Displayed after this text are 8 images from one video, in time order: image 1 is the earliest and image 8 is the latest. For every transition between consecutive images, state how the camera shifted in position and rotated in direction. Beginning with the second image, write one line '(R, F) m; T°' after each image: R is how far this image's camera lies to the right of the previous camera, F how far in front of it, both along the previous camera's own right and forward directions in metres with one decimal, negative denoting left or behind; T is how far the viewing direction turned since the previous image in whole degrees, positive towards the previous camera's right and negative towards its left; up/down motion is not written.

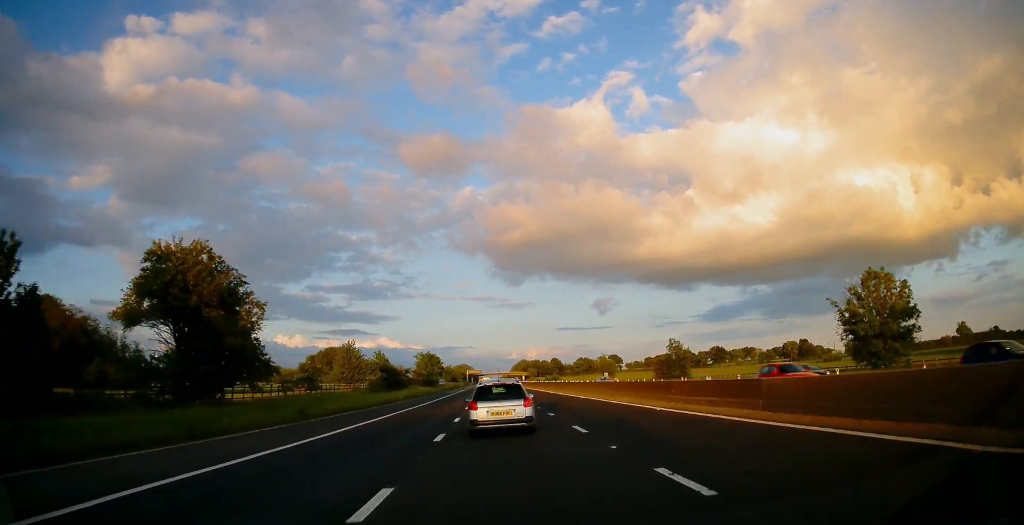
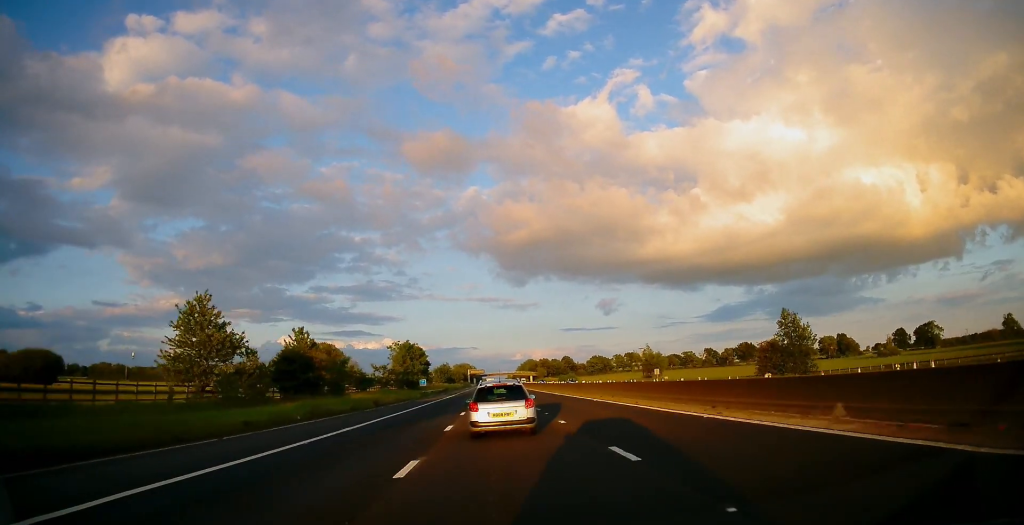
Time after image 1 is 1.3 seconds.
(-0.6, +41.8) m; -1°
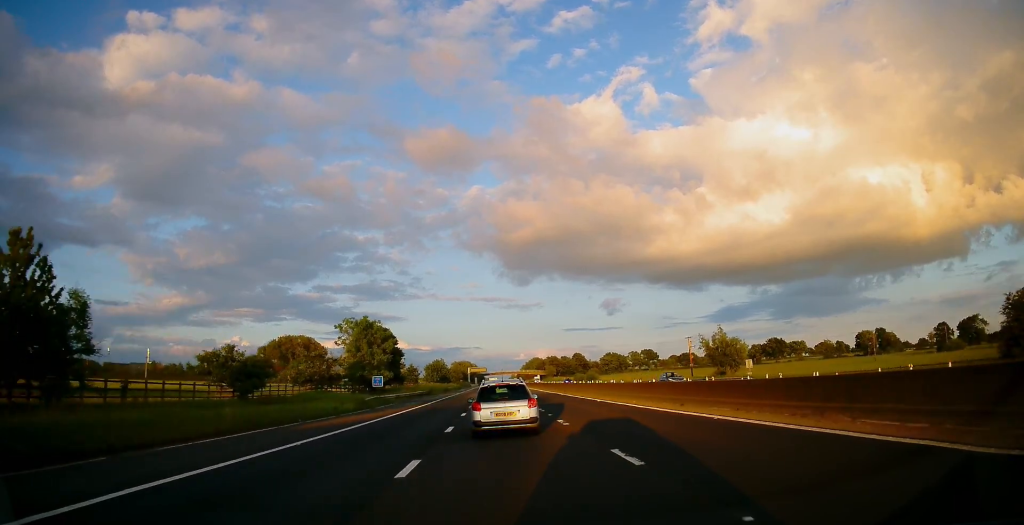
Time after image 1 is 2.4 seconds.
(0.0, +37.7) m; 0°
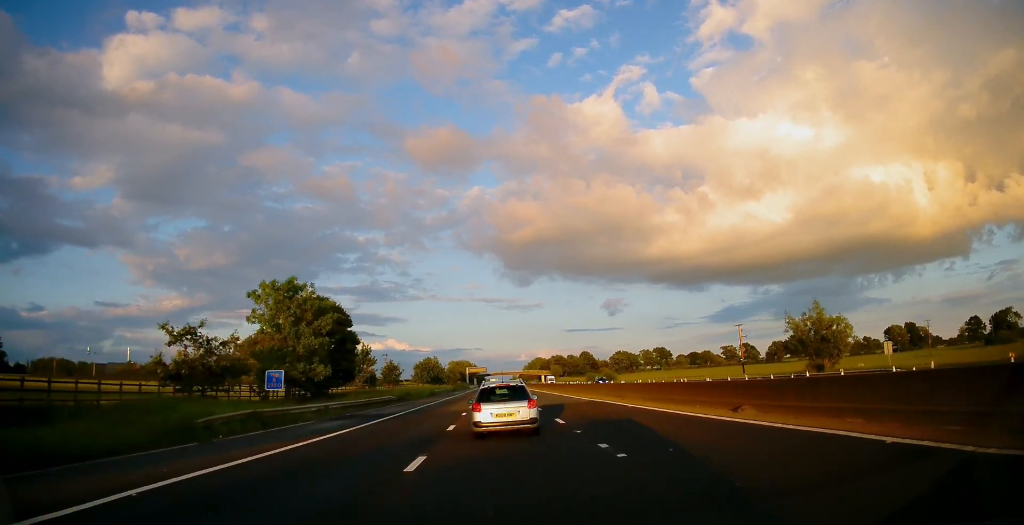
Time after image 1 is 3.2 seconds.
(0.0, +25.6) m; 0°
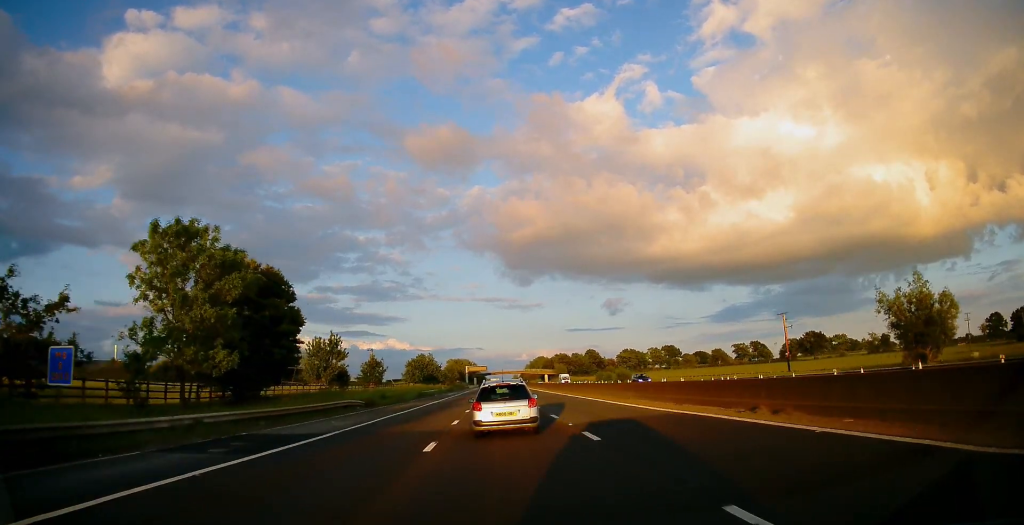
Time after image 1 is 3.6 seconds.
(0.0, +15.0) m; 0°
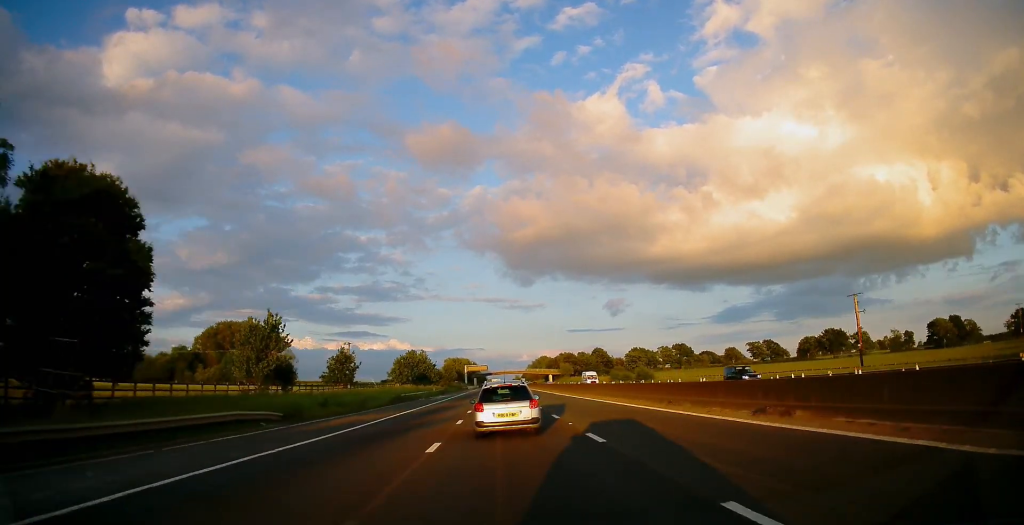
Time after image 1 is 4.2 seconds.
(0.0, +18.4) m; 0°
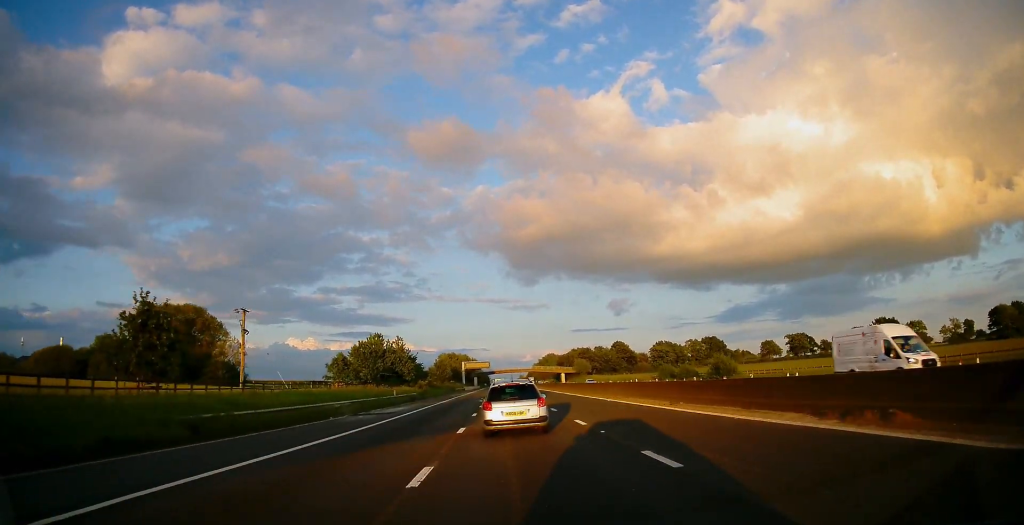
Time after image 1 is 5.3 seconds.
(-0.2, +39.3) m; -1°
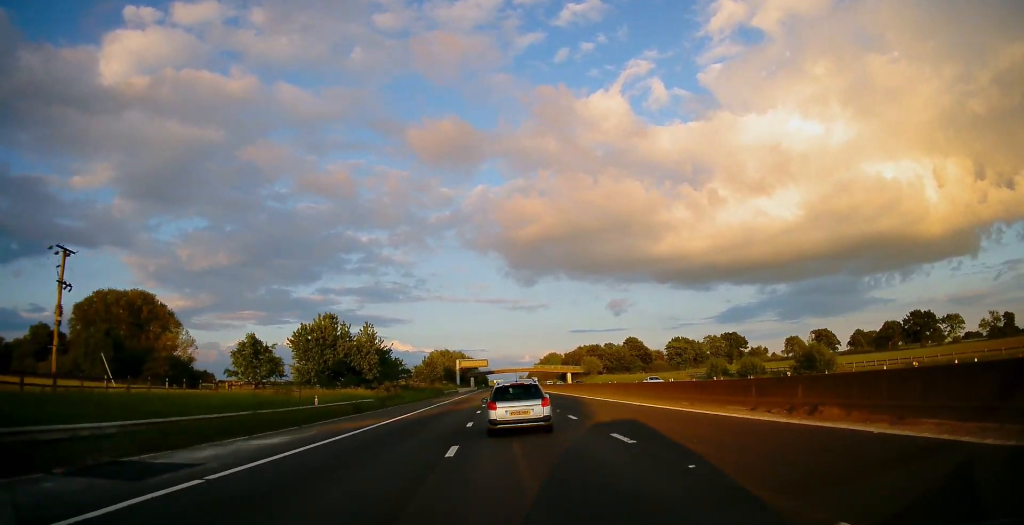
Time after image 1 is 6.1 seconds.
(-0.2, +24.6) m; 0°
